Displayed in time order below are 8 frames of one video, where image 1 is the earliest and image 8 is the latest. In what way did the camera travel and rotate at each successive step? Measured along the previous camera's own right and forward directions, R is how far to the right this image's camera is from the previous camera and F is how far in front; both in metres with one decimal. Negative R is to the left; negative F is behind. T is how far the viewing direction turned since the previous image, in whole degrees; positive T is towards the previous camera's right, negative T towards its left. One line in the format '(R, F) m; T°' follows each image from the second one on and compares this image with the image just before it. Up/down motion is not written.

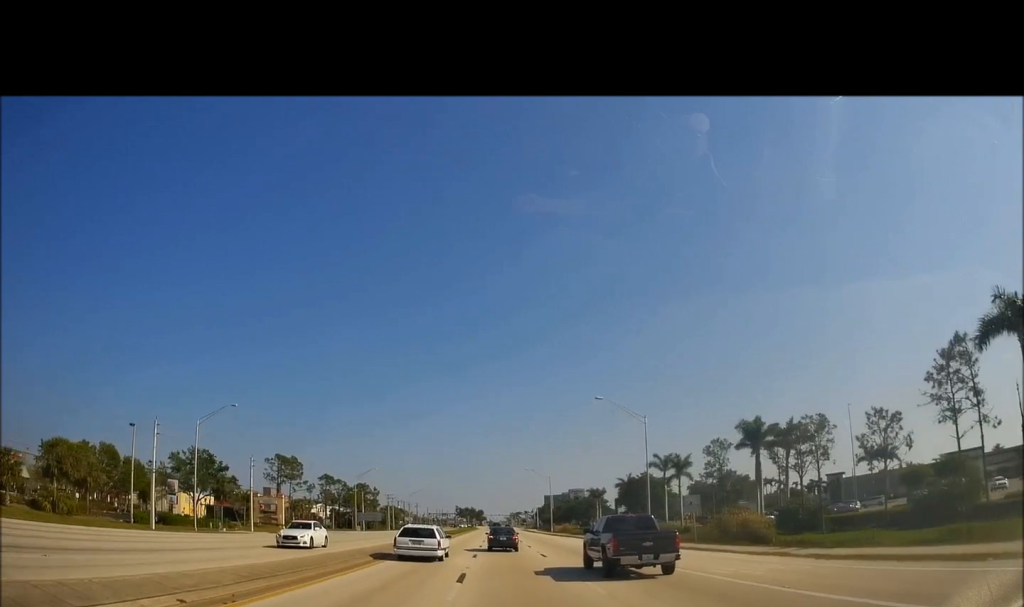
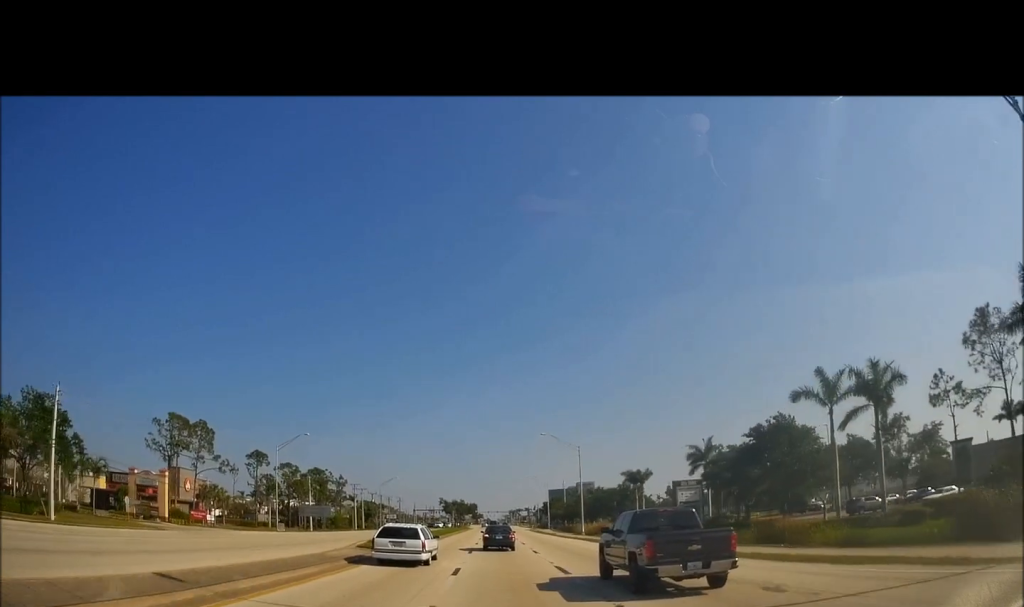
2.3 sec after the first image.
(+0.2, +46.1) m; +1°
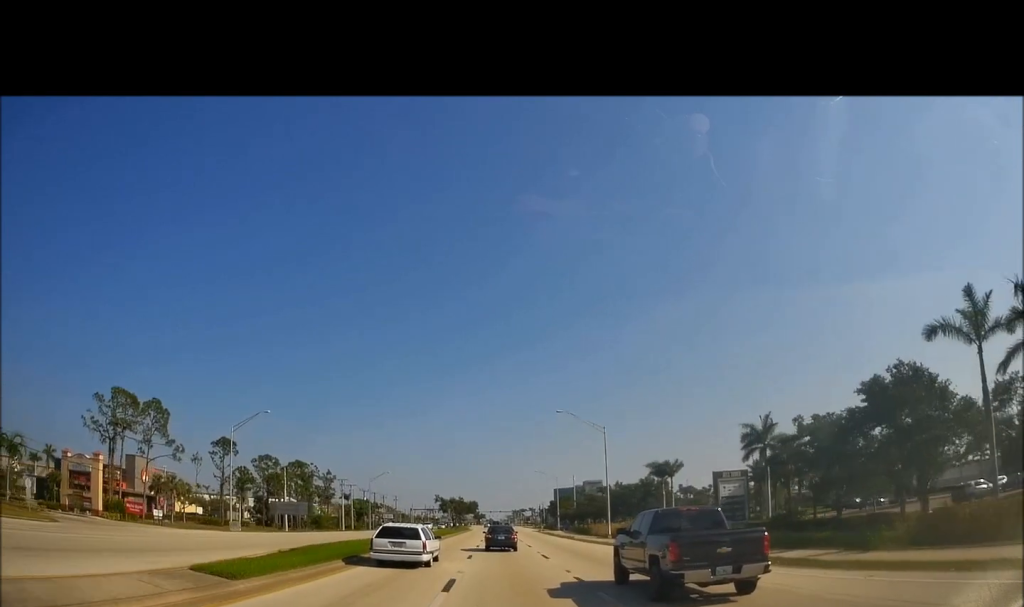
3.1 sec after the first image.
(0.0, +16.6) m; -1°
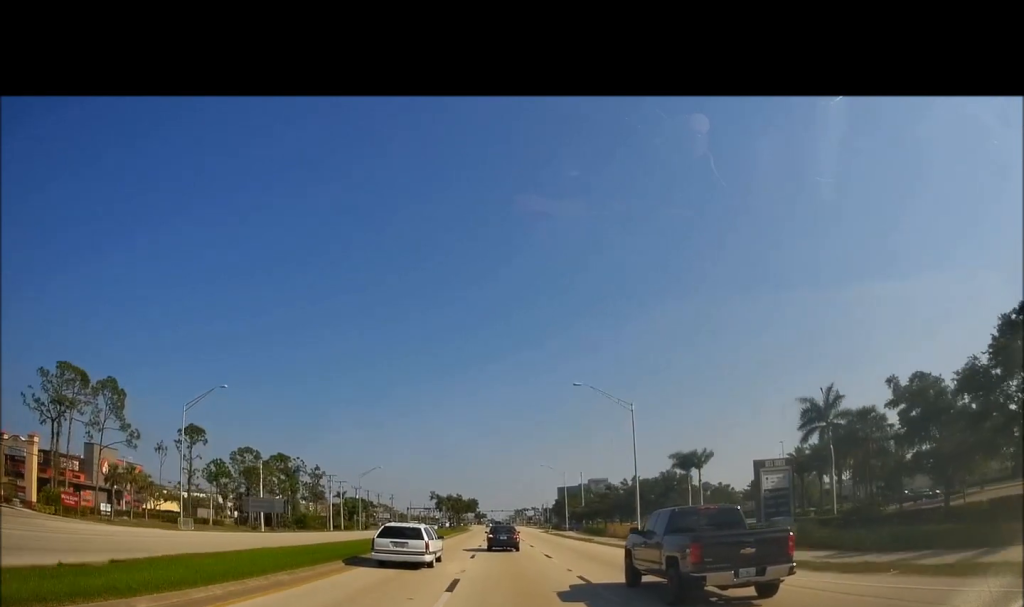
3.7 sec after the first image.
(-0.1, +12.5) m; 0°
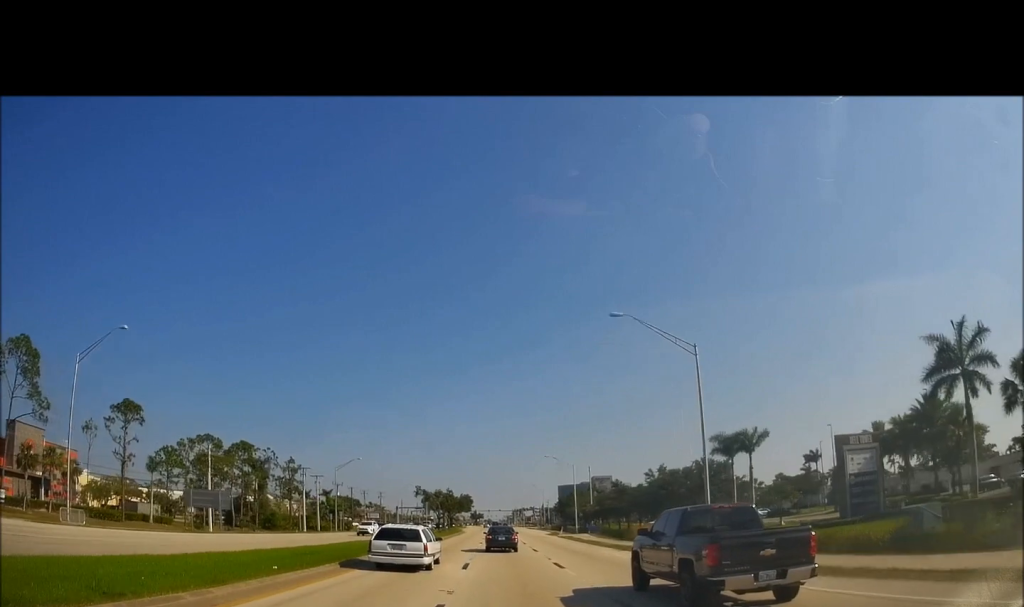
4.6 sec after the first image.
(-0.2, +18.0) m; 0°
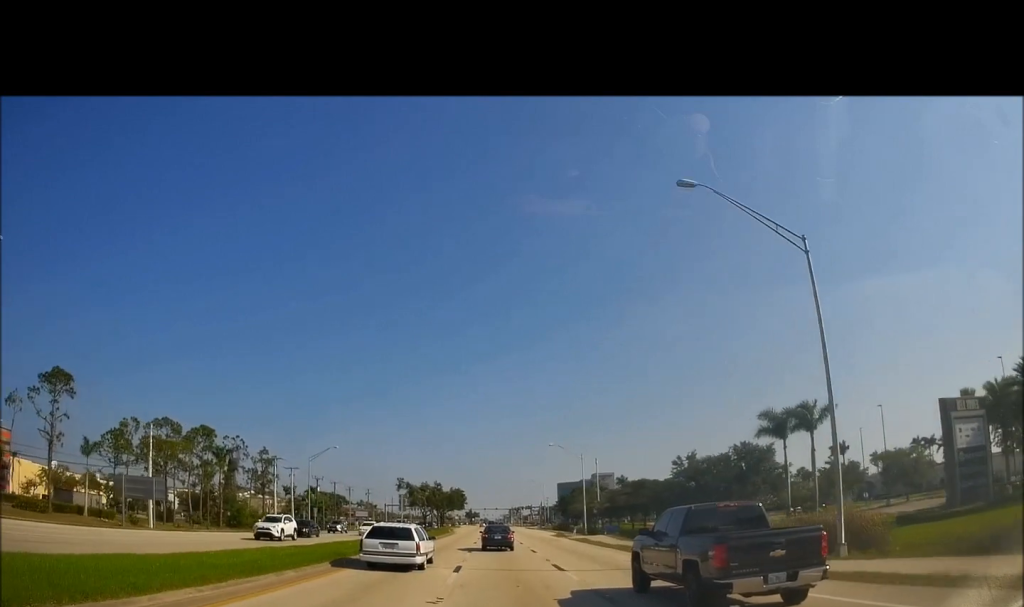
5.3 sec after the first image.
(+0.3, +14.5) m; 0°
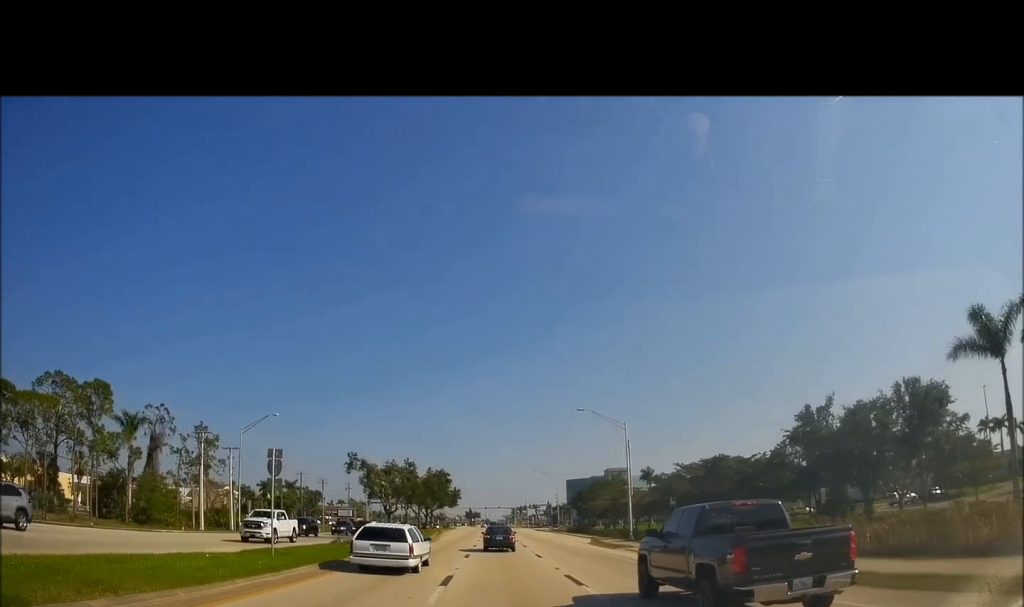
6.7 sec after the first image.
(-0.3, +28.8) m; 0°
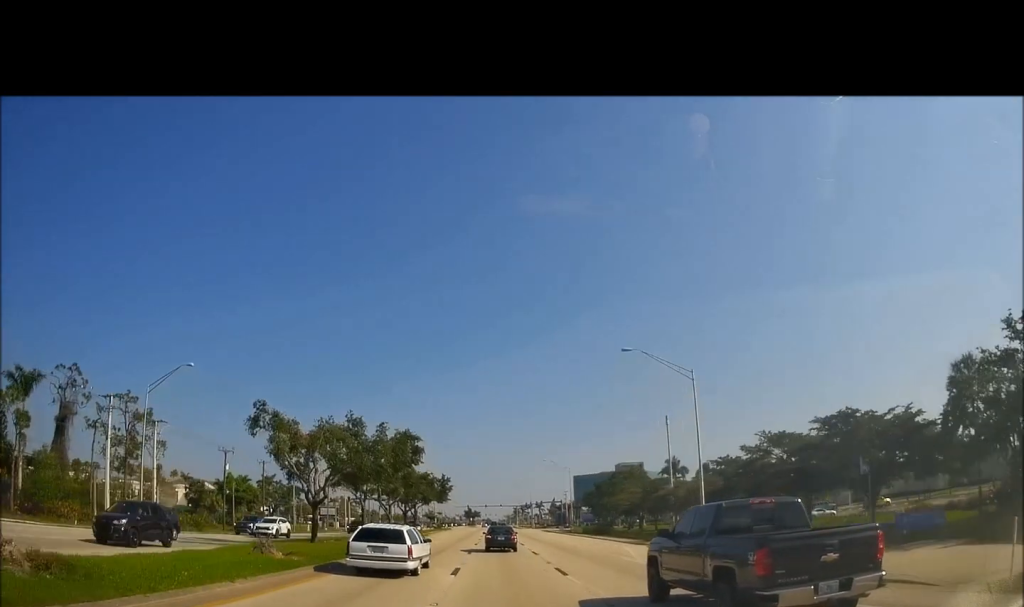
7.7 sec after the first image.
(+0.1, +21.2) m; 0°
